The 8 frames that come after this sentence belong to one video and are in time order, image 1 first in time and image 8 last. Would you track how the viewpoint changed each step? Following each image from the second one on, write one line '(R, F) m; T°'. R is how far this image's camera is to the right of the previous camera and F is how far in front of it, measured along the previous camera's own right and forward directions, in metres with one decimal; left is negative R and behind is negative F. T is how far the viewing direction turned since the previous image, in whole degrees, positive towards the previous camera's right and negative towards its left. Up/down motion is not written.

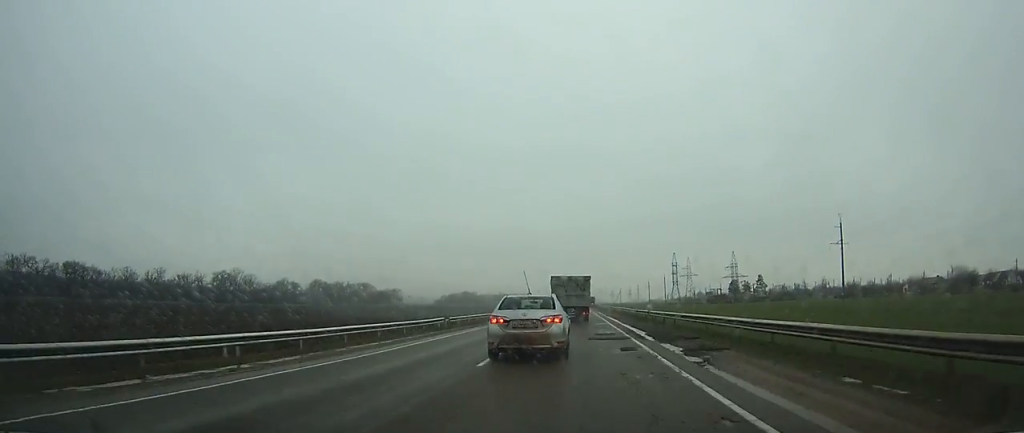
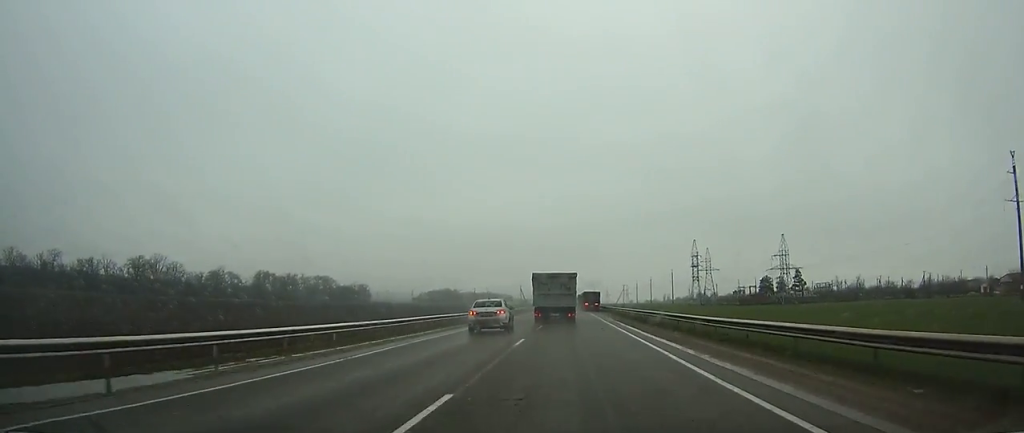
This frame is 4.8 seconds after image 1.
(0.0, +67.4) m; 0°
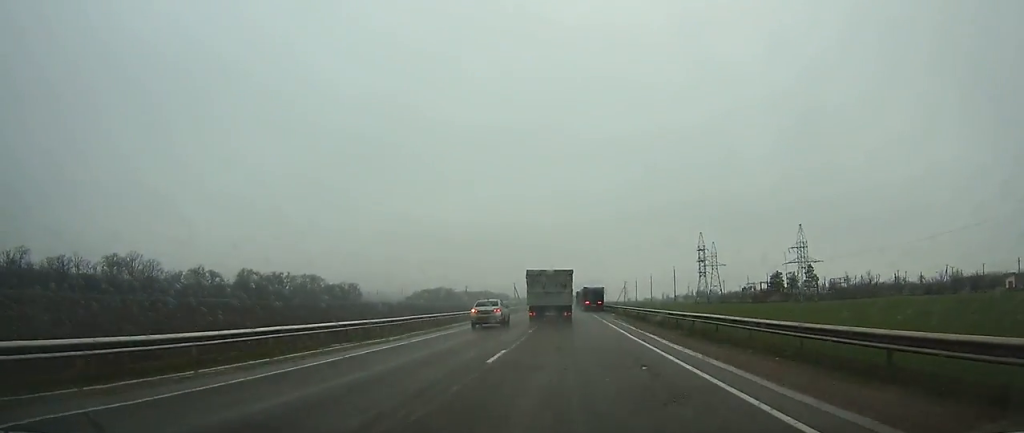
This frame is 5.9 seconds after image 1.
(+0.1, +16.2) m; 0°
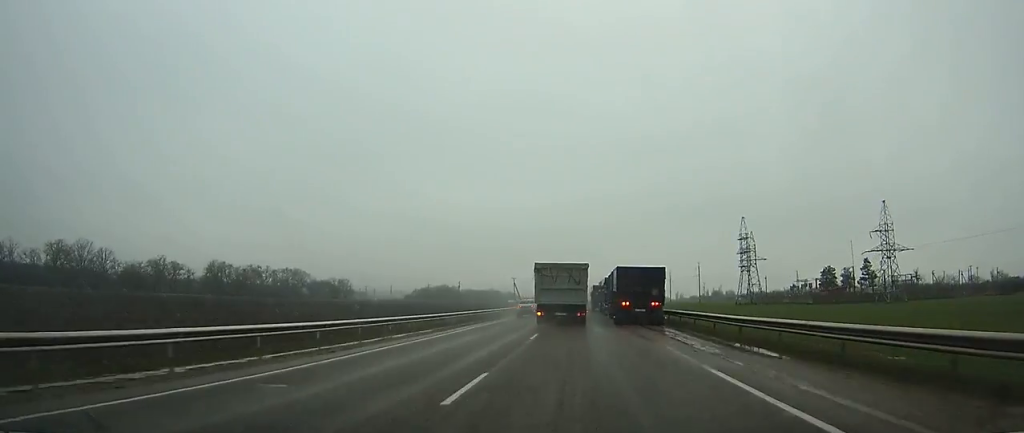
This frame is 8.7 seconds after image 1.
(-0.3, +40.2) m; -1°
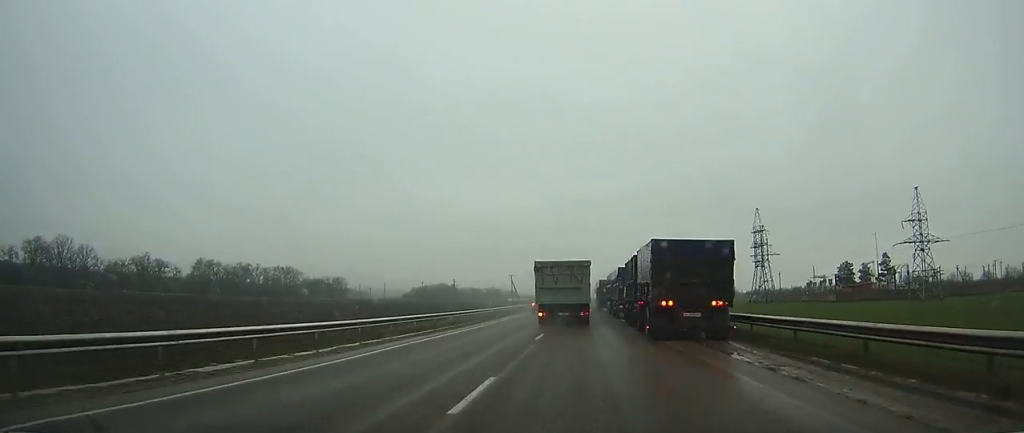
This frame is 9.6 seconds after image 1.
(0.0, +12.5) m; 0°
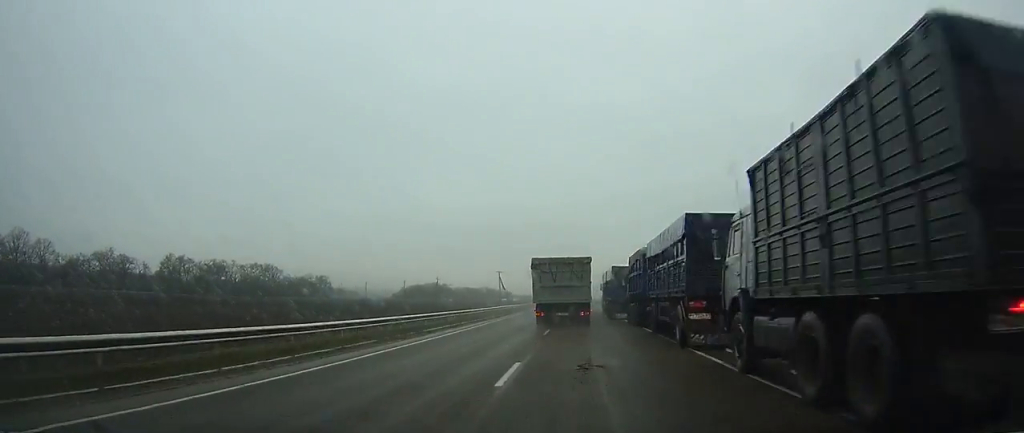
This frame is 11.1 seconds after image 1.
(0.0, +22.4) m; 0°
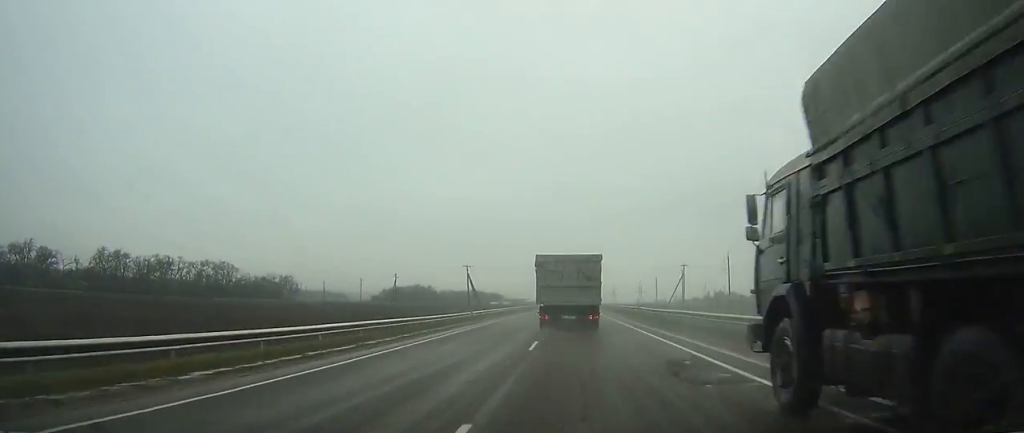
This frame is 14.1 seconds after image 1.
(+0.4, +43.0) m; +1°
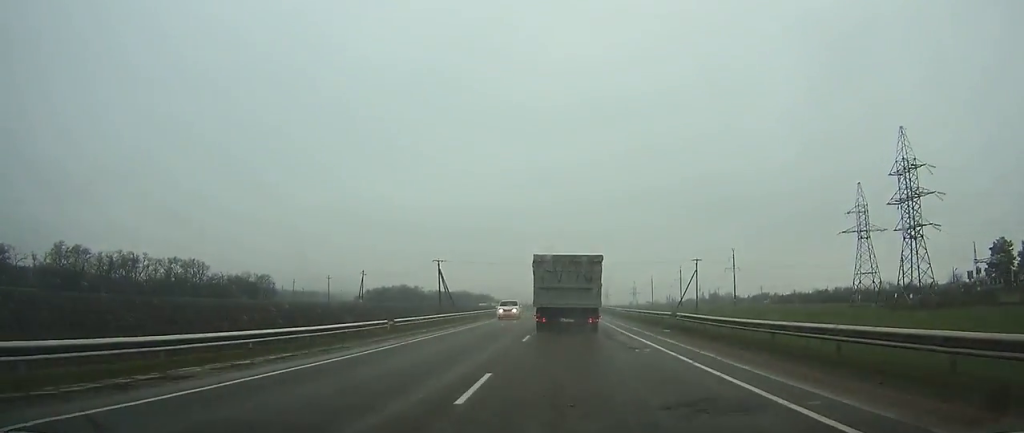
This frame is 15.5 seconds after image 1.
(0.0, +20.6) m; 0°
